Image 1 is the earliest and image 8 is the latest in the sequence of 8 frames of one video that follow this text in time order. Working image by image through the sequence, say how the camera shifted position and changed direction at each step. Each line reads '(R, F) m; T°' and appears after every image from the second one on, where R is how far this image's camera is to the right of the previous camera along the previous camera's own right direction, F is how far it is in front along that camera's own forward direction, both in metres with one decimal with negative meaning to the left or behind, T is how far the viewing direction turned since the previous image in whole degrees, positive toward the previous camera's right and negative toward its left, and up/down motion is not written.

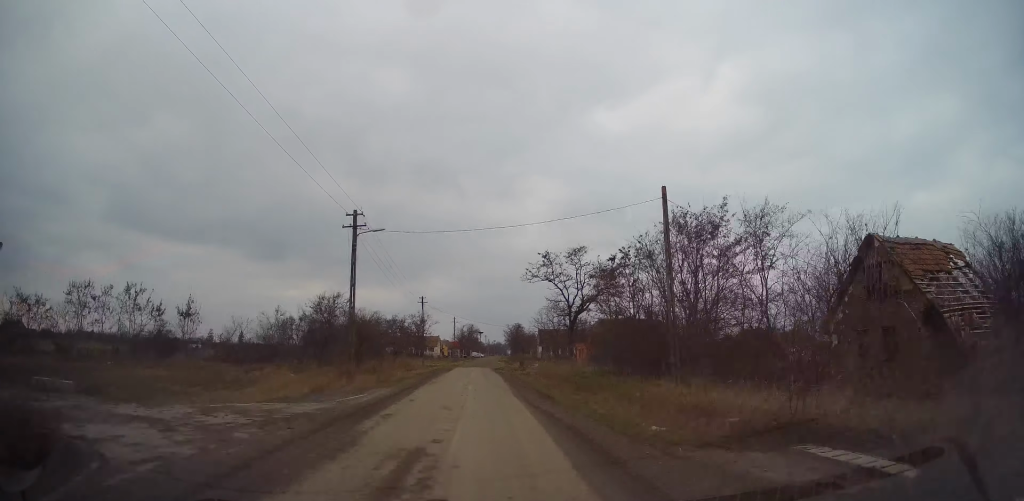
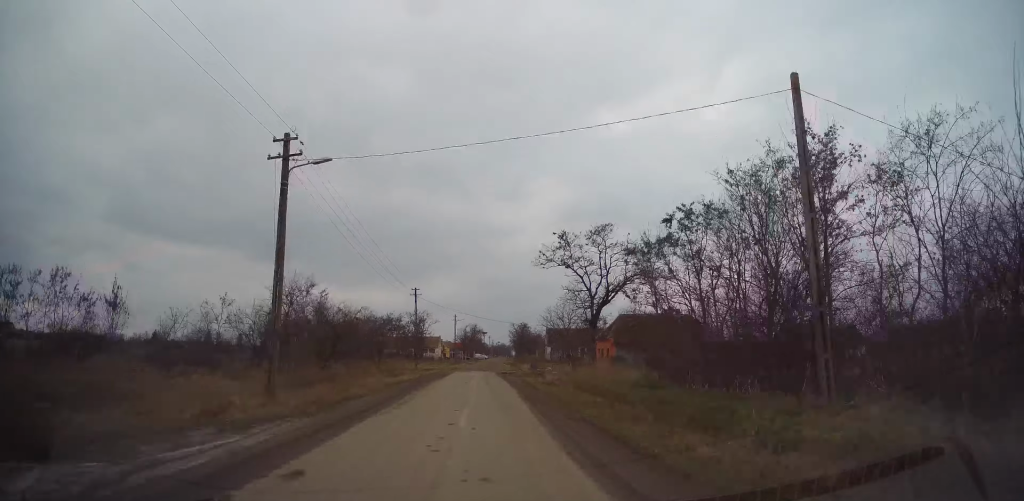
(-0.1, +9.2) m; 0°
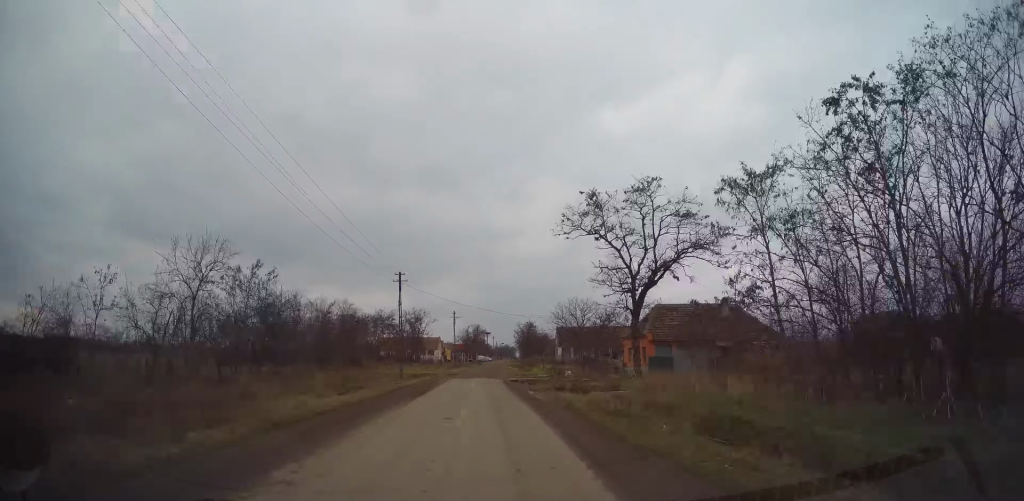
(+0.1, +11.1) m; +1°
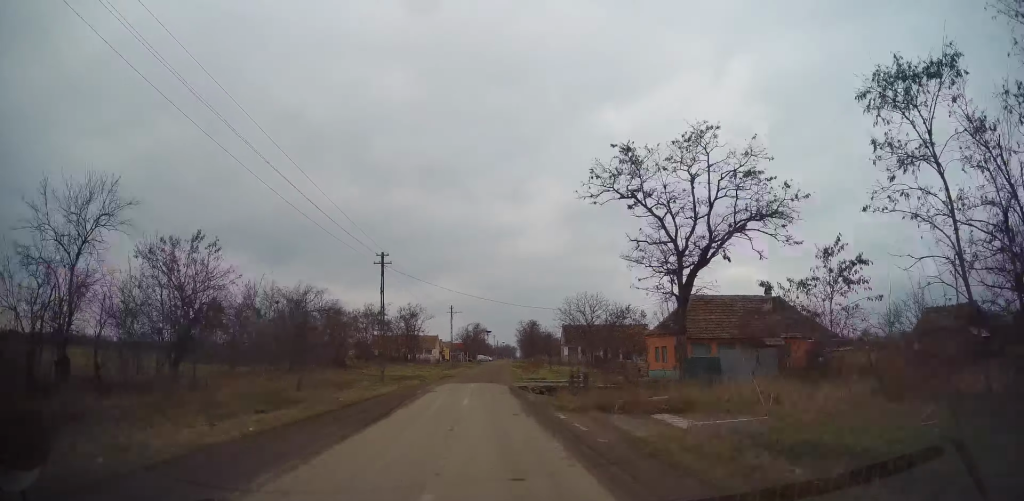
(0.0, +7.4) m; +1°
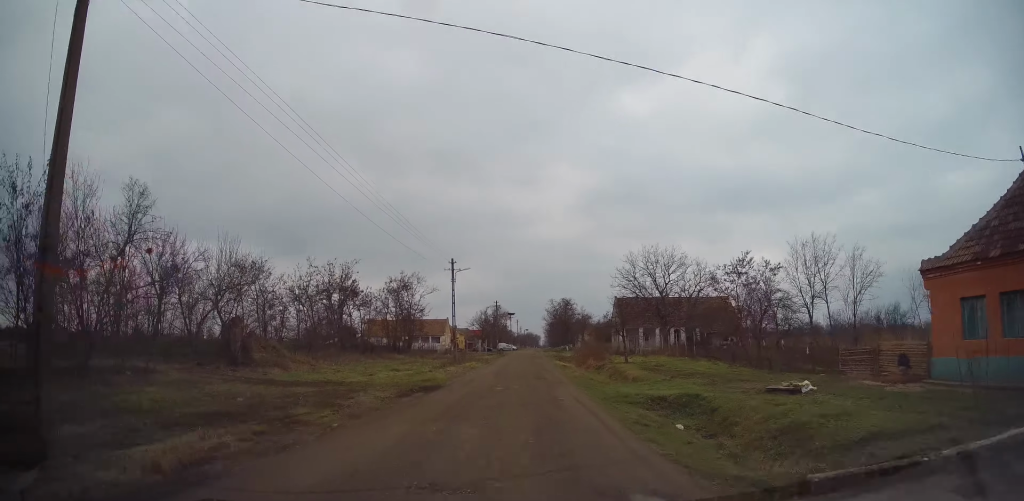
(-0.3, +28.2) m; -3°
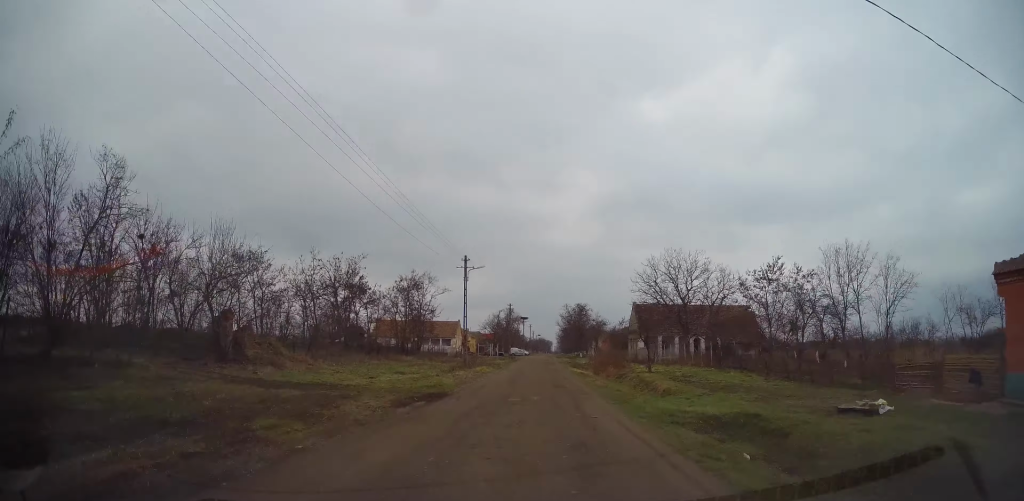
(+0.1, +3.5) m; 0°
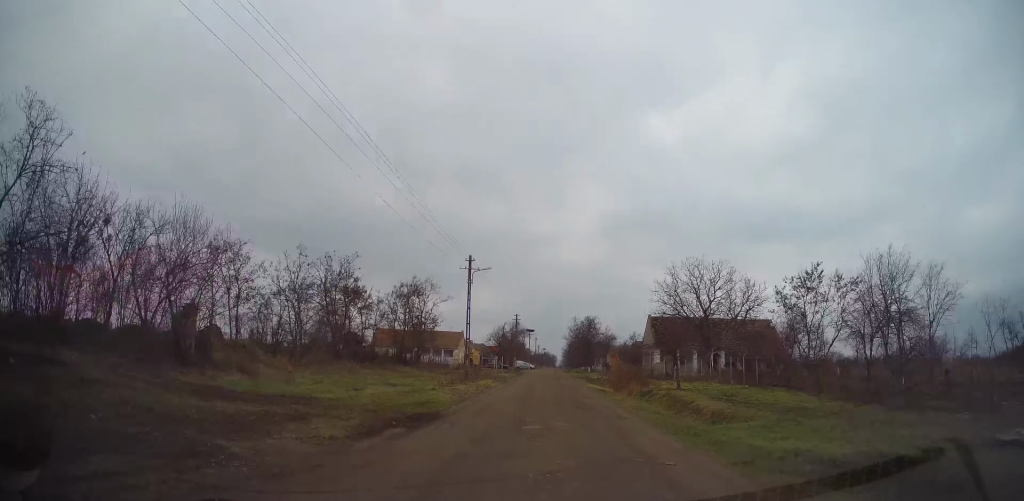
(-0.1, +4.9) m; -1°
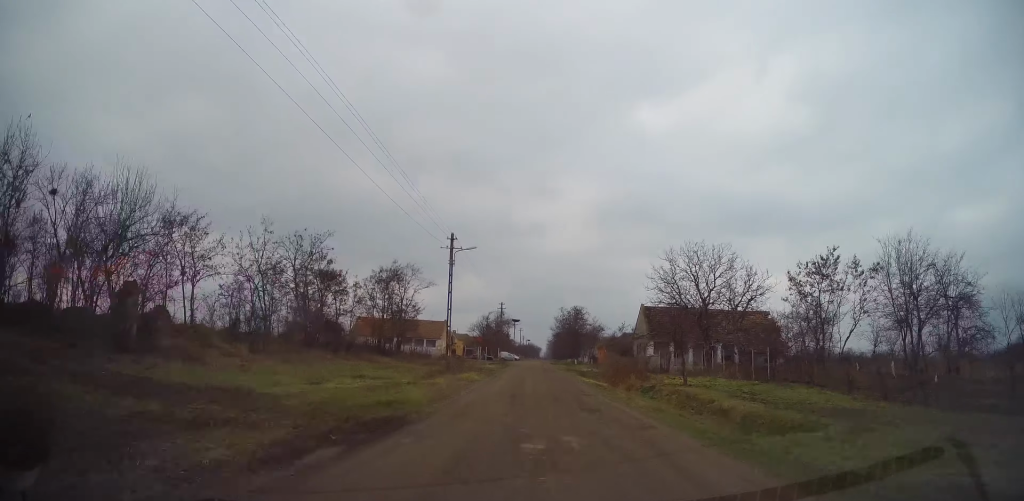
(0.0, +3.6) m; 0°
